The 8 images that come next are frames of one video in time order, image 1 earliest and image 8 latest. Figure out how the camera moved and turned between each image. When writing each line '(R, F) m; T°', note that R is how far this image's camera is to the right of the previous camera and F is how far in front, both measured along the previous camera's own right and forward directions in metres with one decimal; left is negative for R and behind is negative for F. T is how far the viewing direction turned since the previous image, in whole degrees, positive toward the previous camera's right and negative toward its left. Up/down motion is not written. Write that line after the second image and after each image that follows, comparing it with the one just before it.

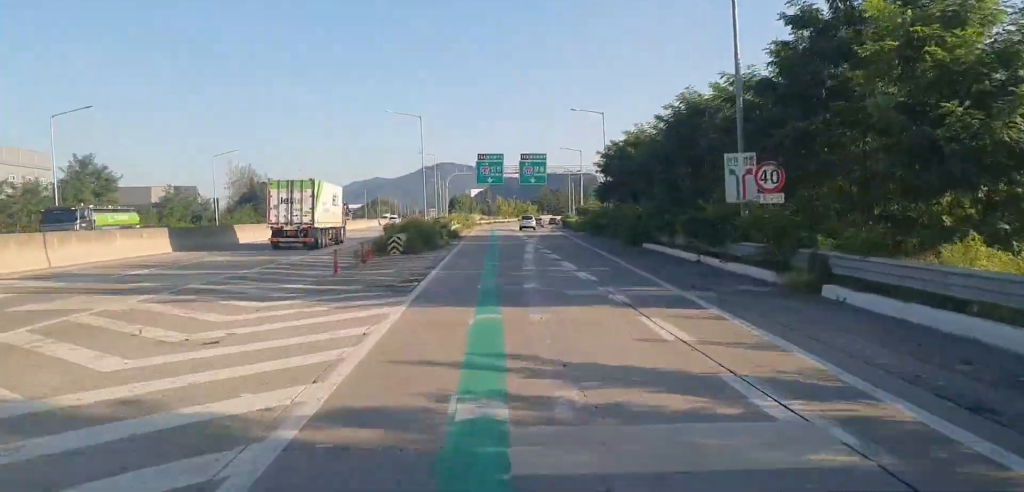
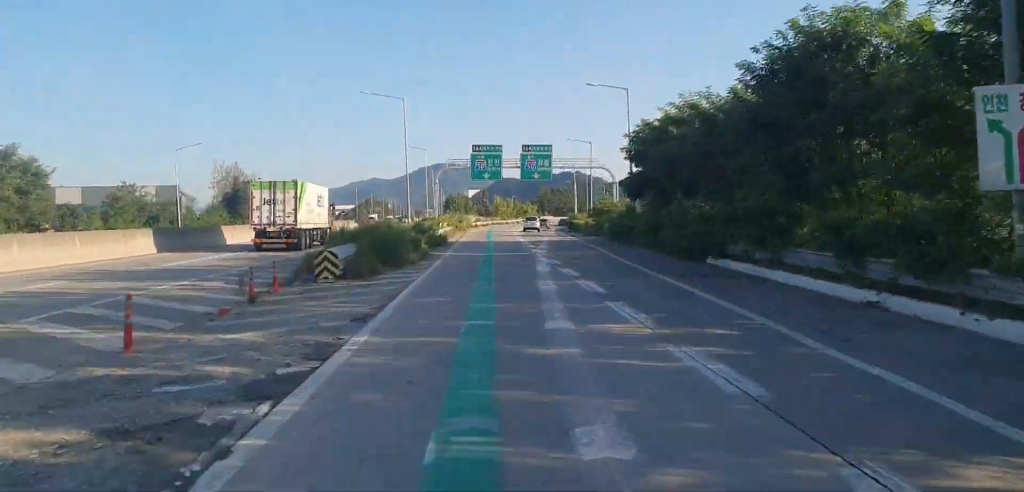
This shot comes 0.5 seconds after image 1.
(0.0, +13.1) m; 0°
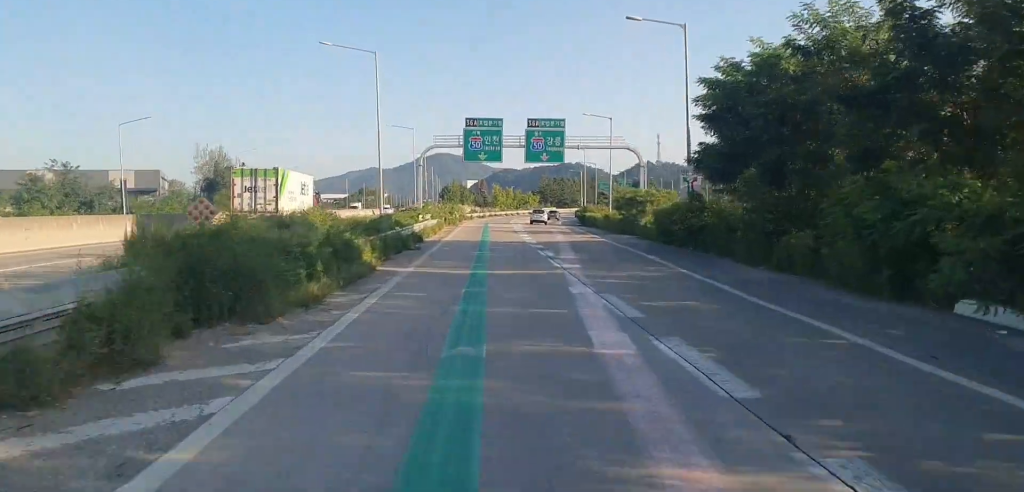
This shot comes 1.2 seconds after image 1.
(0.0, +15.5) m; 0°
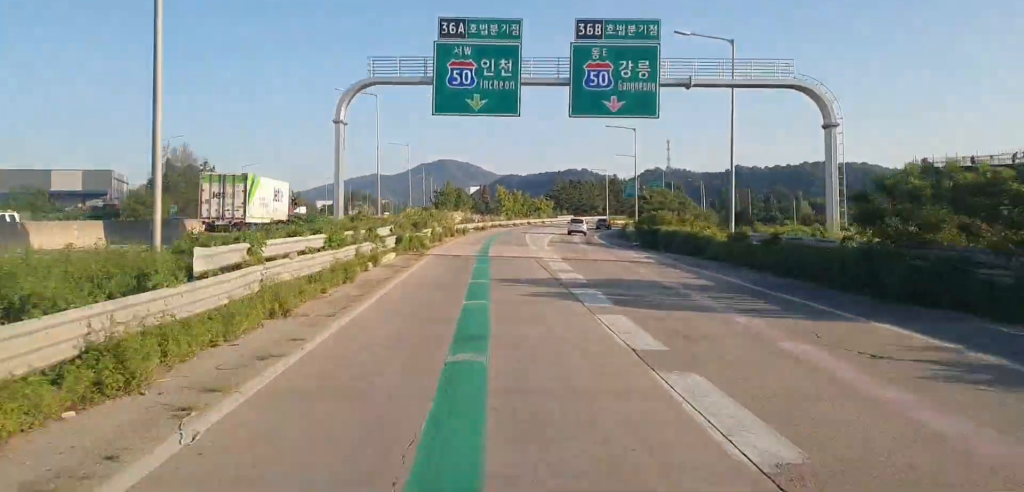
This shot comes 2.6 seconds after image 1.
(0.0, +35.5) m; 0°
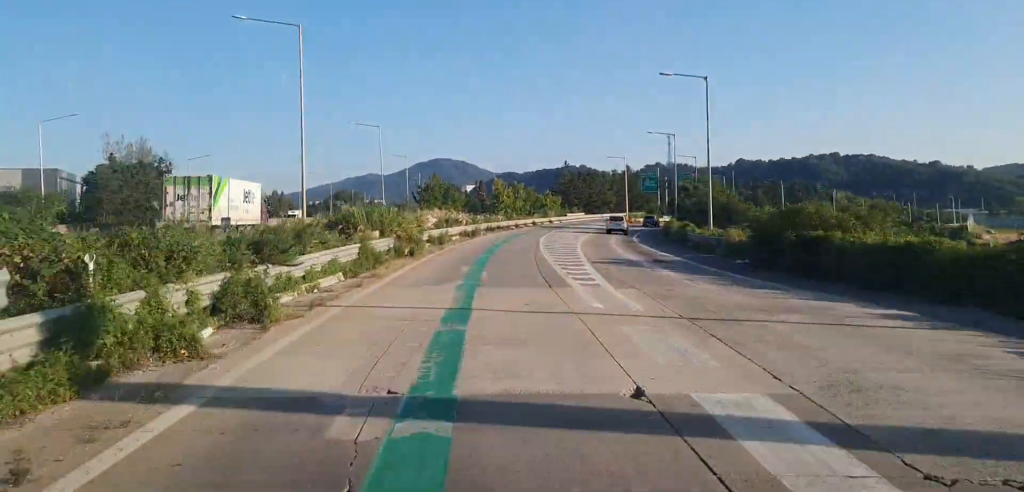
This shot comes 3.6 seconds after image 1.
(+0.1, +26.0) m; 0°
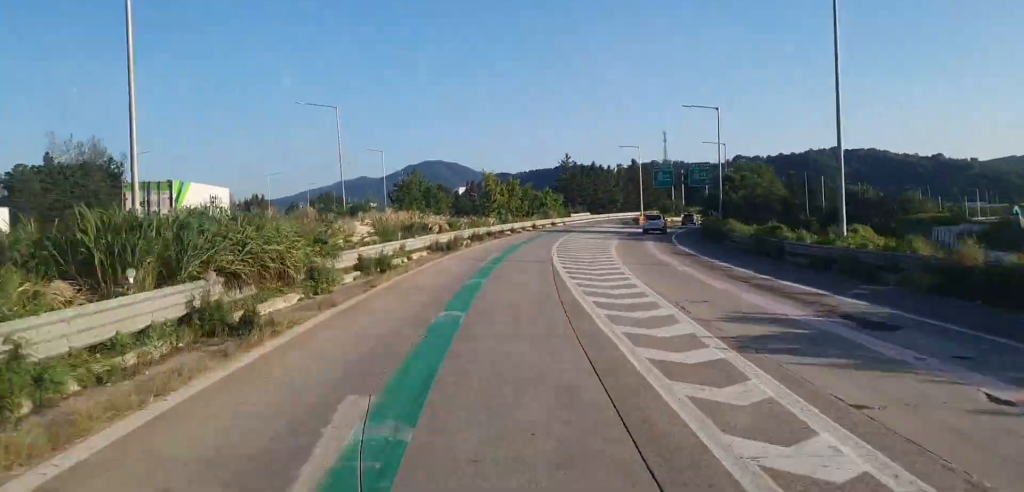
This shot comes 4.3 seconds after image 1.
(-0.1, +17.8) m; +1°
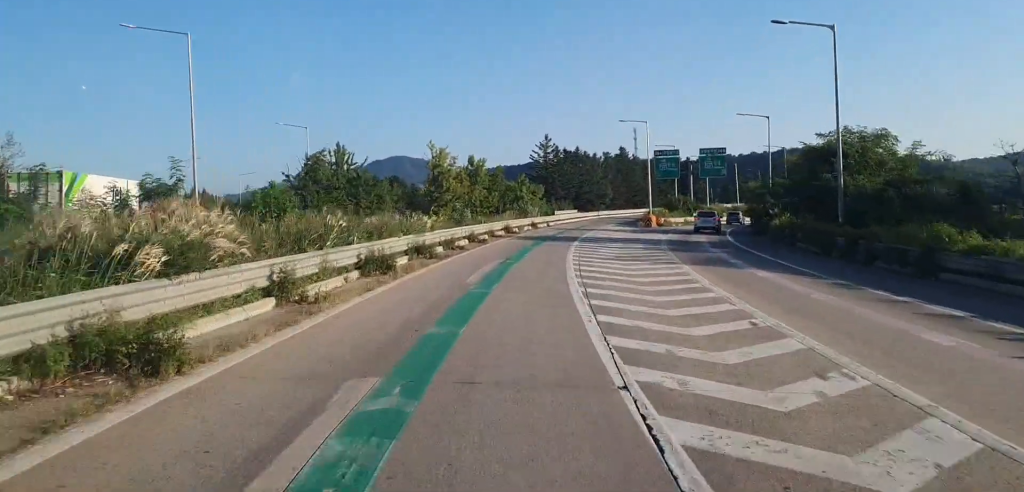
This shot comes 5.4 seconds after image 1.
(+0.7, +27.5) m; +3°
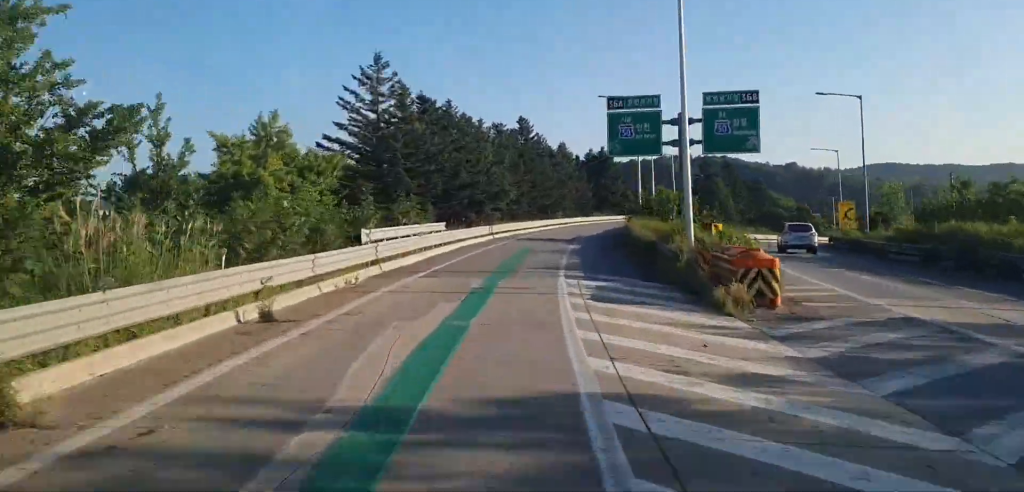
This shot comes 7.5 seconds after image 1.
(+3.3, +55.2) m; +8°
